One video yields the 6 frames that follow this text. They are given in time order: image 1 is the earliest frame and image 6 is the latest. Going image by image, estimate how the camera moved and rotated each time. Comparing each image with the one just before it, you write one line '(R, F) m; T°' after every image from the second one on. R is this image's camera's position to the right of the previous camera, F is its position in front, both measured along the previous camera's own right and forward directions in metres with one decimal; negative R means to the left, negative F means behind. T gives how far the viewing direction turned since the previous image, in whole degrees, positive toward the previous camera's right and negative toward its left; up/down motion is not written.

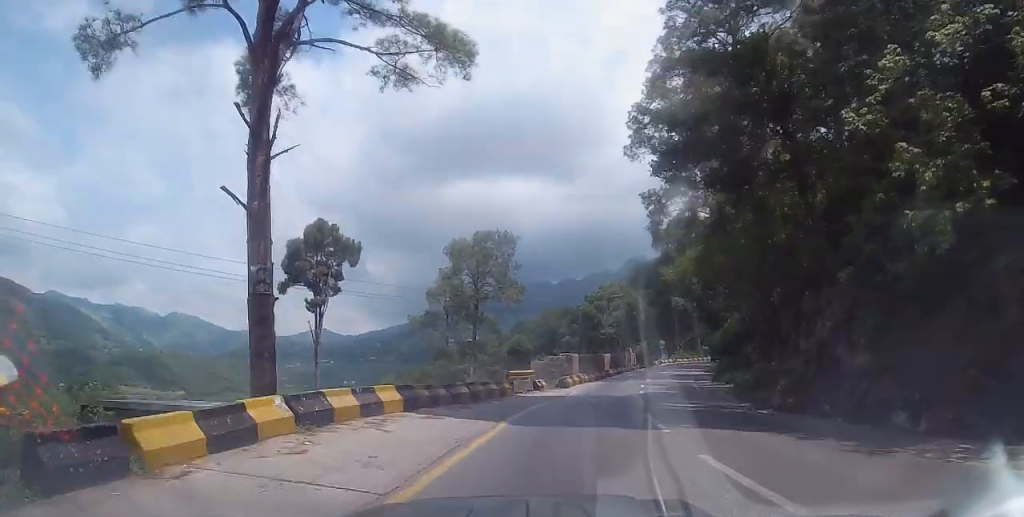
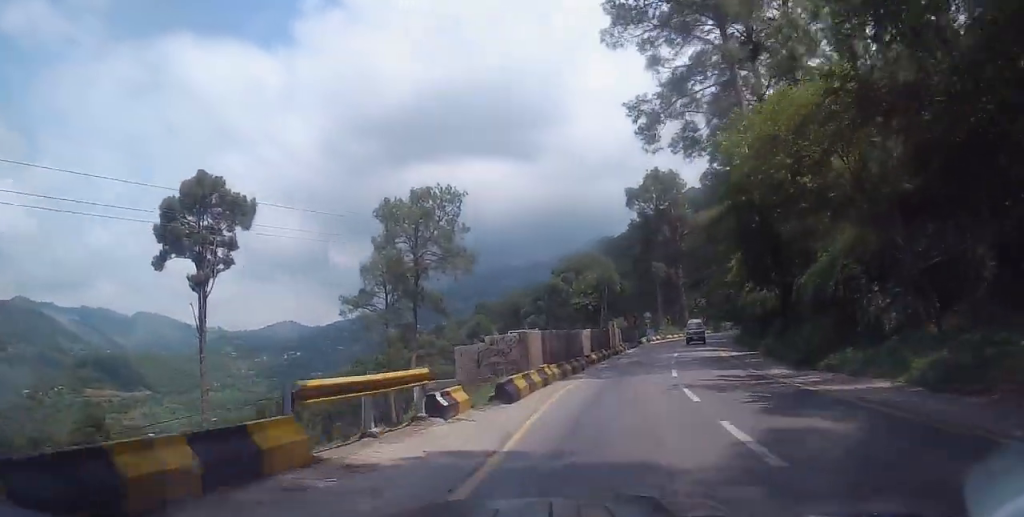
(-0.1, +17.1) m; +1°
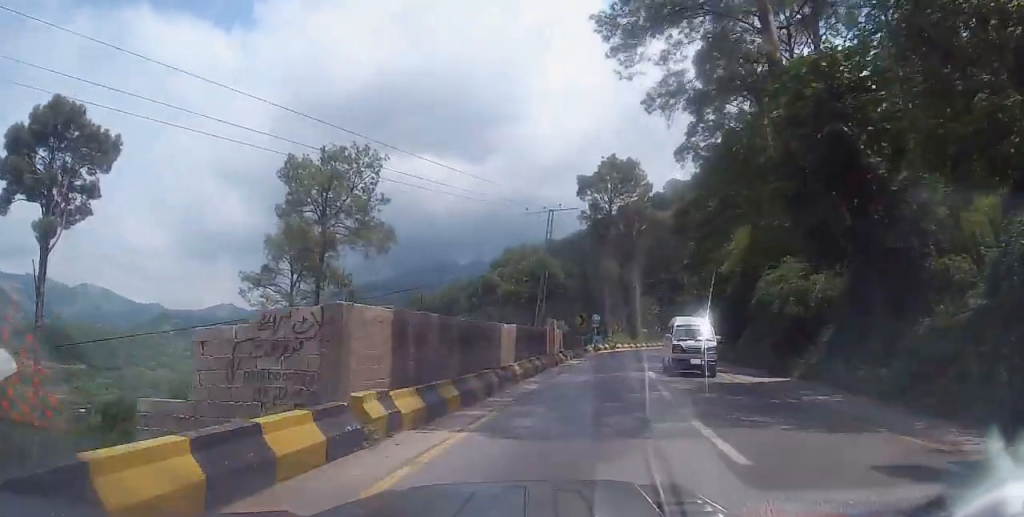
(+0.6, +12.3) m; +5°
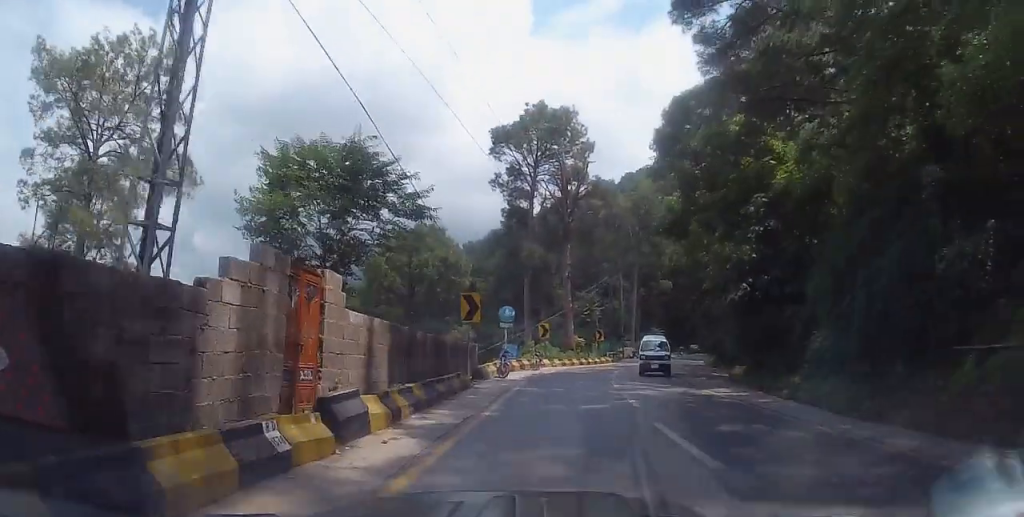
(+1.4, +24.4) m; +5°
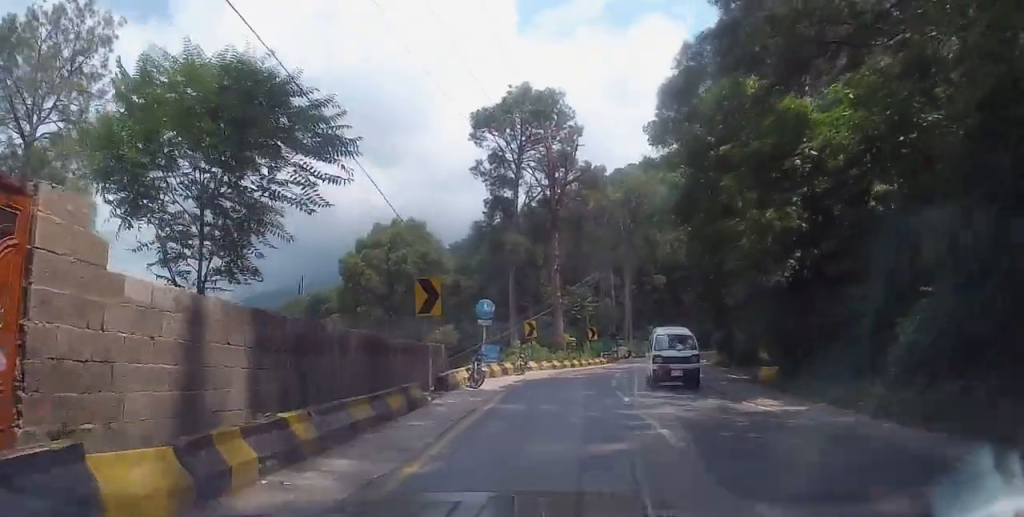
(+0.2, +5.1) m; 0°
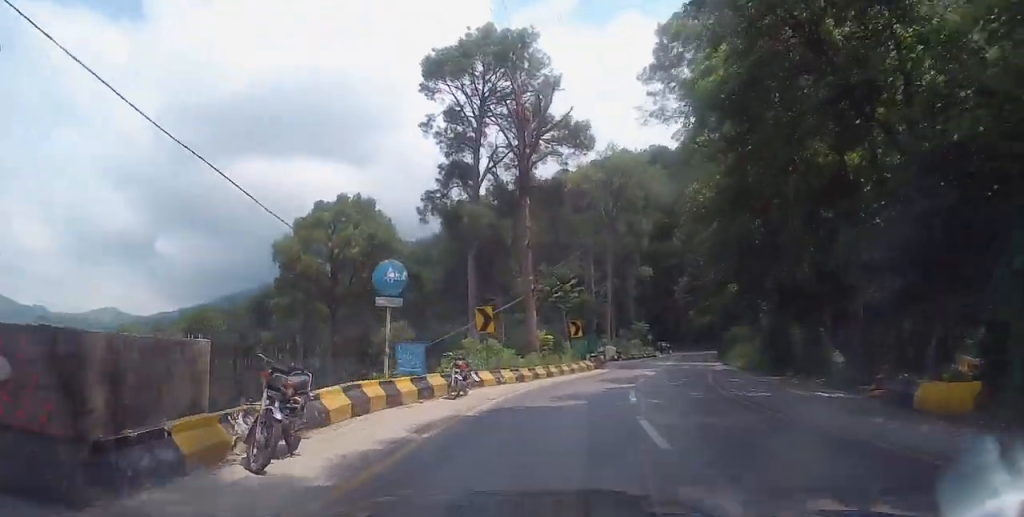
(-0.4, +12.3) m; +1°
